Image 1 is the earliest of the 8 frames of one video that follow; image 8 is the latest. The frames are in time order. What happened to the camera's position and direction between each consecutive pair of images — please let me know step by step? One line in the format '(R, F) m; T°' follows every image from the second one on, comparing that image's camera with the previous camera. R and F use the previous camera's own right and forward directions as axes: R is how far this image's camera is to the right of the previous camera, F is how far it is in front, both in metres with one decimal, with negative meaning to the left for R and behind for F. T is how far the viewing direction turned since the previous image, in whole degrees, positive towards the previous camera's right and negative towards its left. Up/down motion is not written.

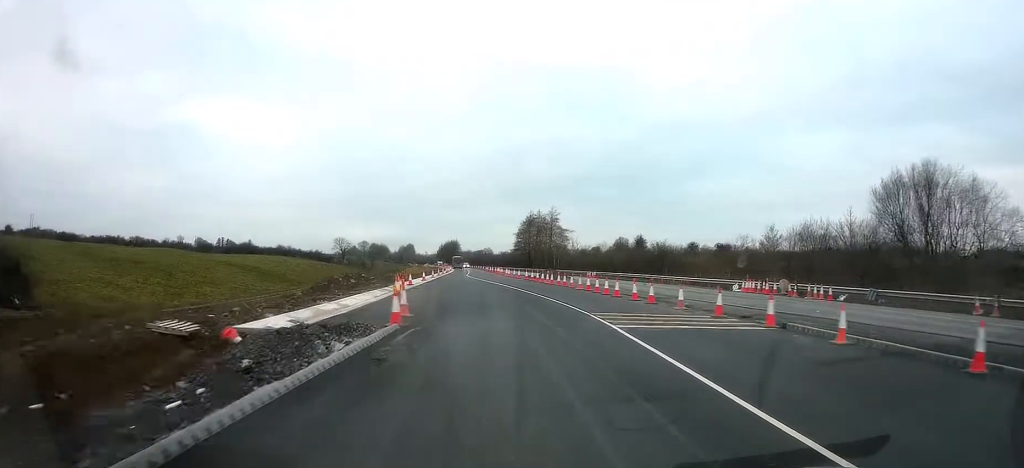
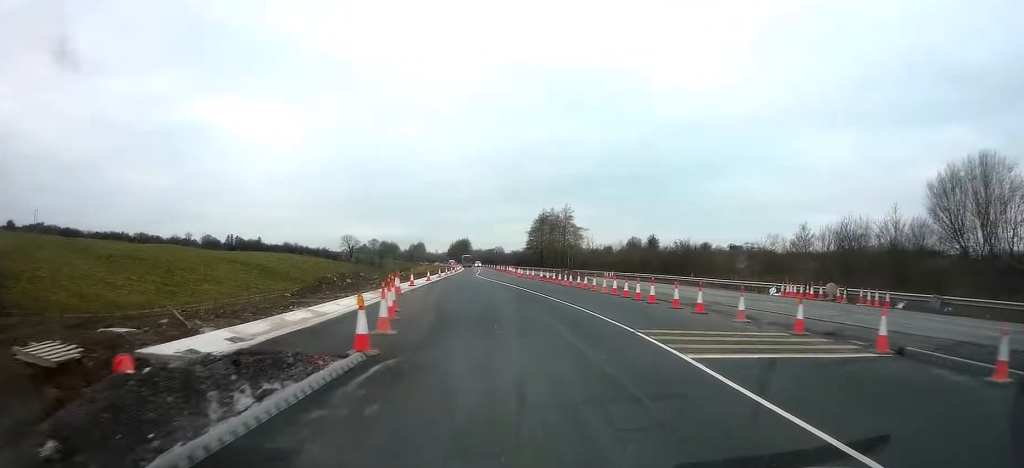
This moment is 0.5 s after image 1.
(0.0, +4.2) m; 0°
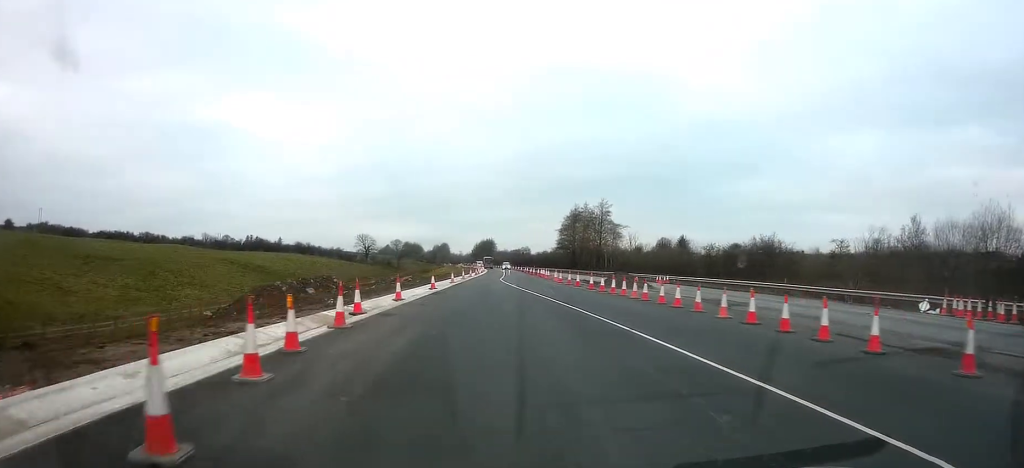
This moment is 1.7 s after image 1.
(-0.2, +11.7) m; -3°
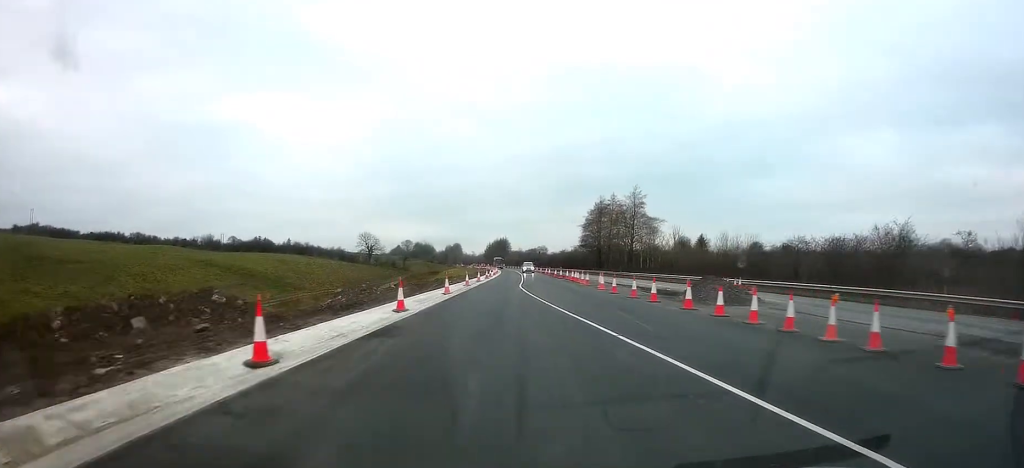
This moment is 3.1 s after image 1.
(-0.2, +15.1) m; -1°
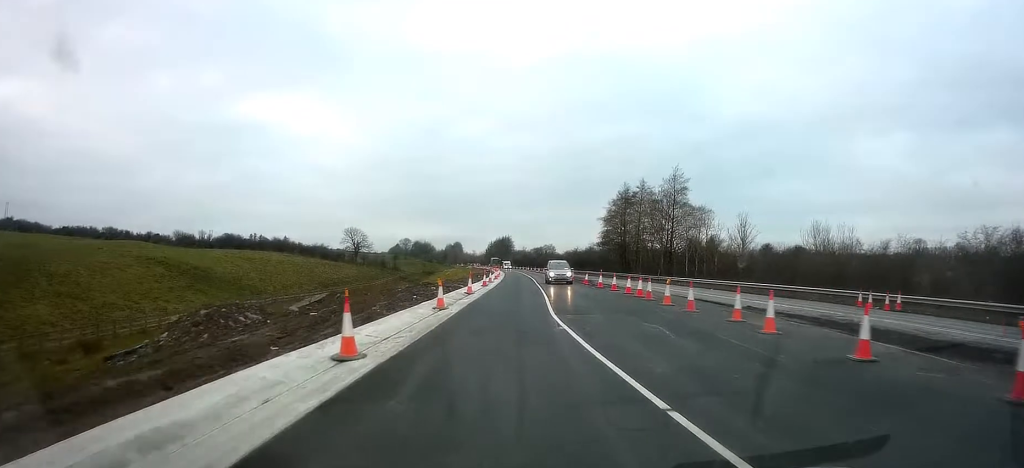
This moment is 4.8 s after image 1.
(-0.3, +21.0) m; -2°
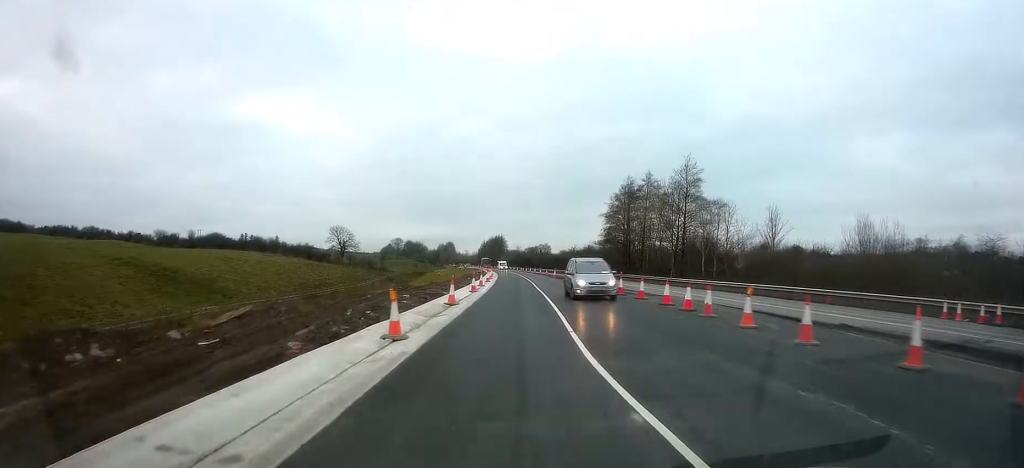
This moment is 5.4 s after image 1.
(0.0, +8.5) m; 0°
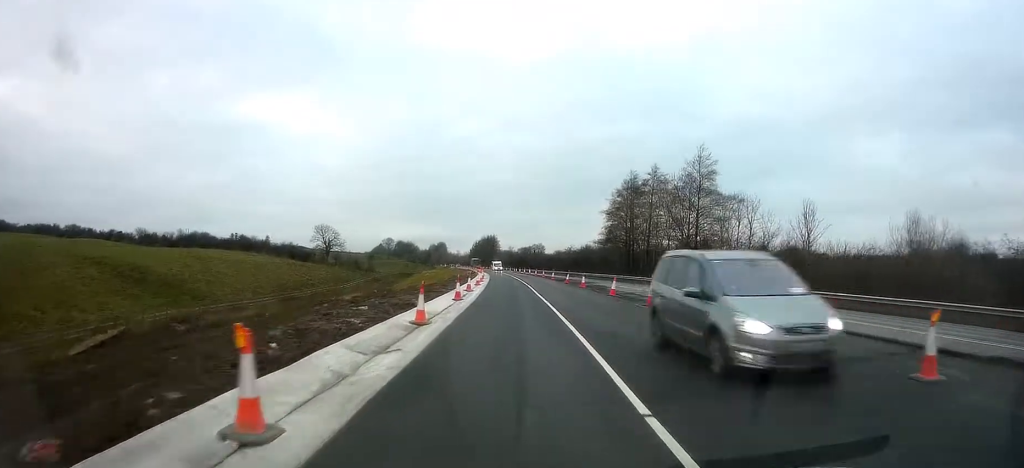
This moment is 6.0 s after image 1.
(0.0, +7.9) m; 0°
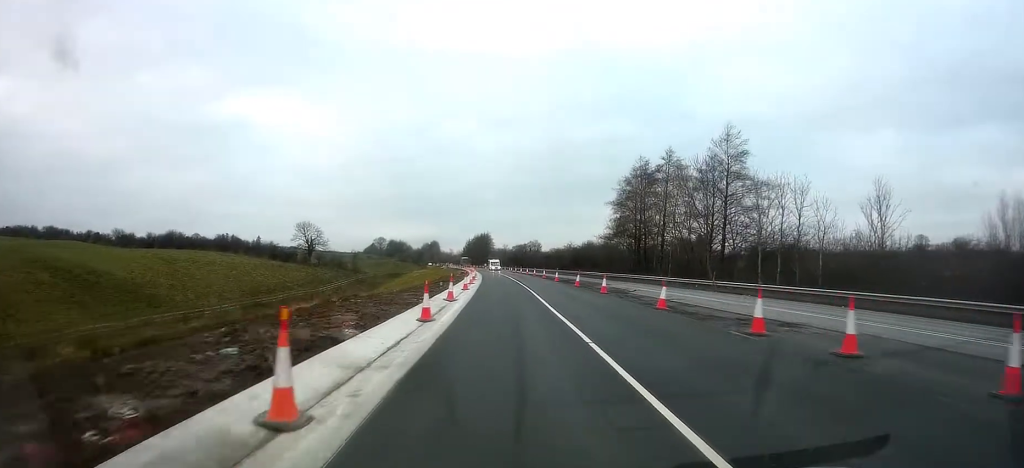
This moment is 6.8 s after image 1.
(0.0, +11.2) m; +1°
